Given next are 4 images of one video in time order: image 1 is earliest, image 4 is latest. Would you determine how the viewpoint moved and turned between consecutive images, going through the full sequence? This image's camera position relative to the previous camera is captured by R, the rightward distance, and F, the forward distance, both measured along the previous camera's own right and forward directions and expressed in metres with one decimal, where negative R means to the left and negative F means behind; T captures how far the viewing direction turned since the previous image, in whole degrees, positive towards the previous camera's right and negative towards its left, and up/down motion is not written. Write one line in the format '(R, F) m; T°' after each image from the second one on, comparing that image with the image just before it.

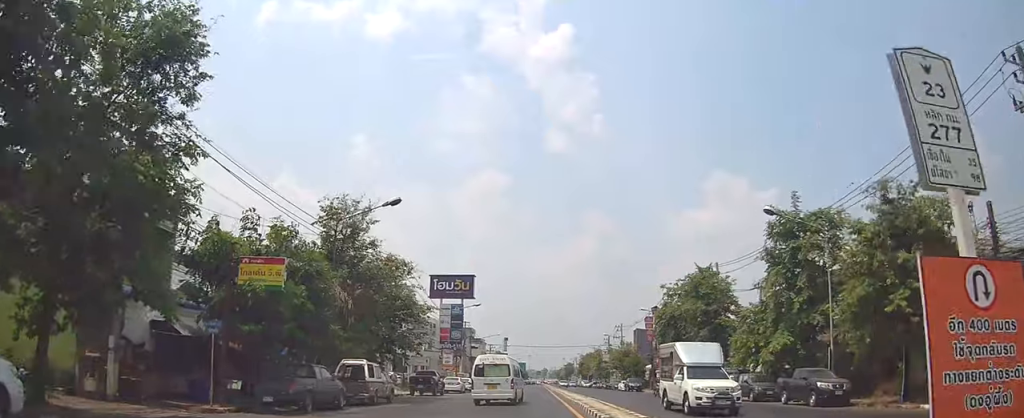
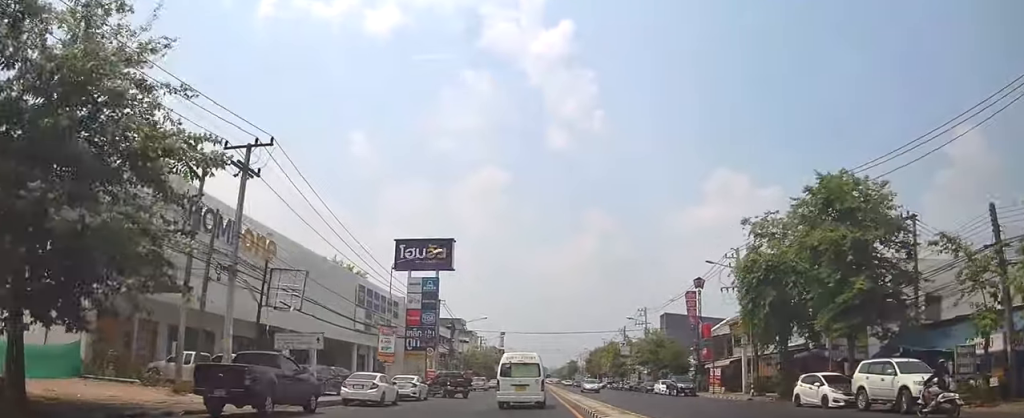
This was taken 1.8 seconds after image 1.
(-0.1, +27.7) m; -2°
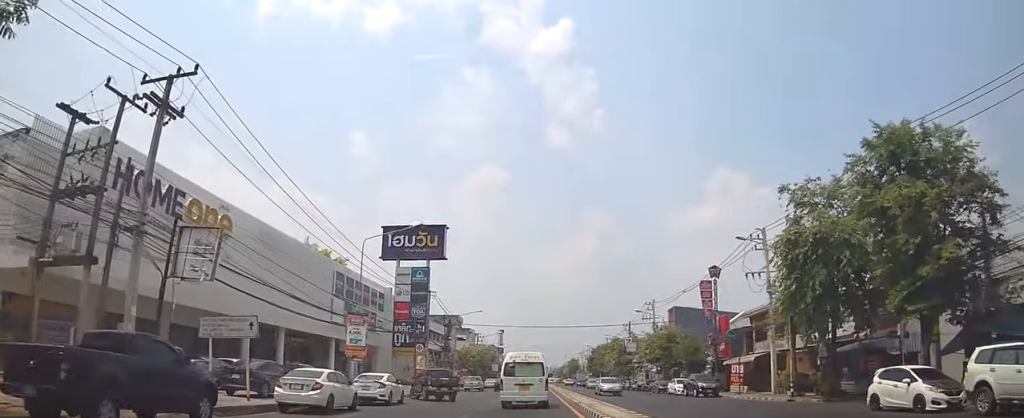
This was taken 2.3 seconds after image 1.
(-0.3, +6.8) m; -1°
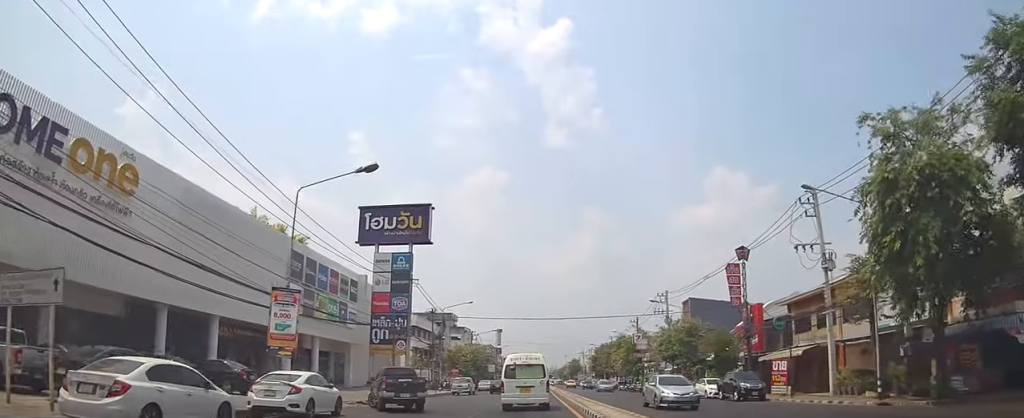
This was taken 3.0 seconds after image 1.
(+0.1, +9.7) m; 0°
